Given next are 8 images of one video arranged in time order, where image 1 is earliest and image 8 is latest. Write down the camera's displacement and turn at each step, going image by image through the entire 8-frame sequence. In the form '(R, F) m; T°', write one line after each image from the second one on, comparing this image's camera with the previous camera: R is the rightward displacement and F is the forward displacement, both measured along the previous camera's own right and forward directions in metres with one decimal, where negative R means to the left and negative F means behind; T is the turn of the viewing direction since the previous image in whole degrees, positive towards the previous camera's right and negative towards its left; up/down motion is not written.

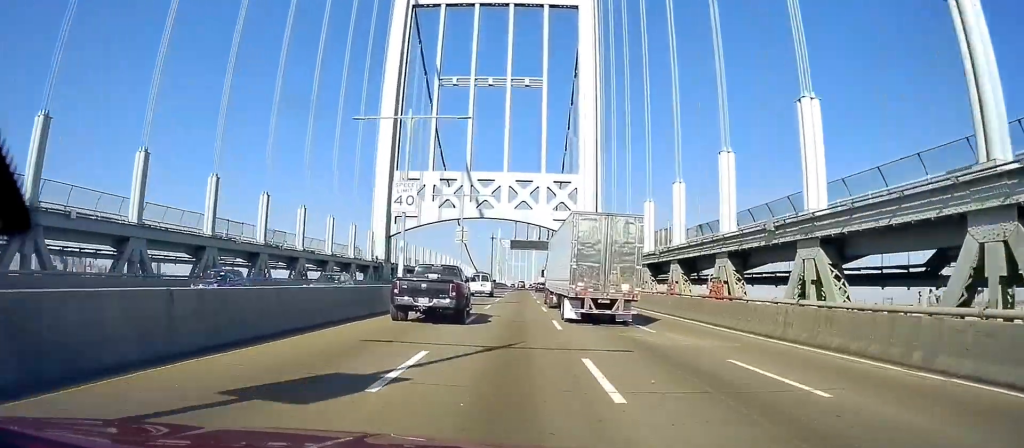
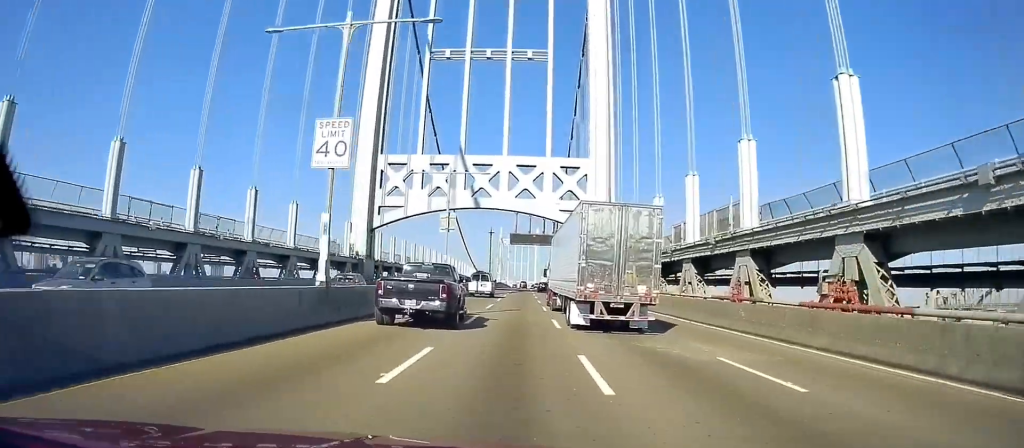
(0.0, +11.2) m; 0°
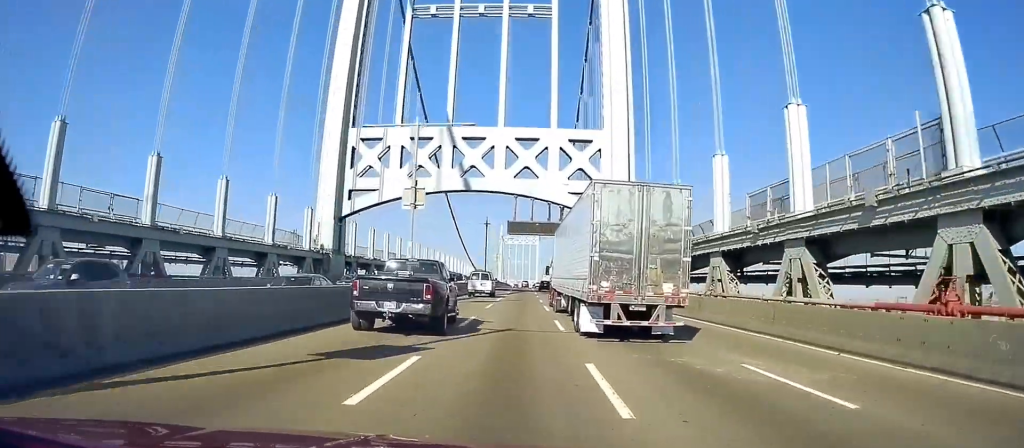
(0.0, +13.8) m; 0°
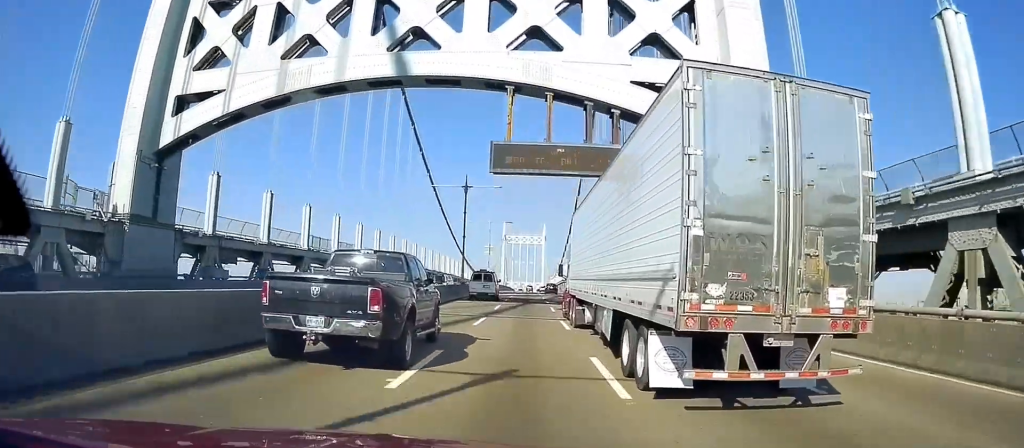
(-0.4, +35.5) m; -1°
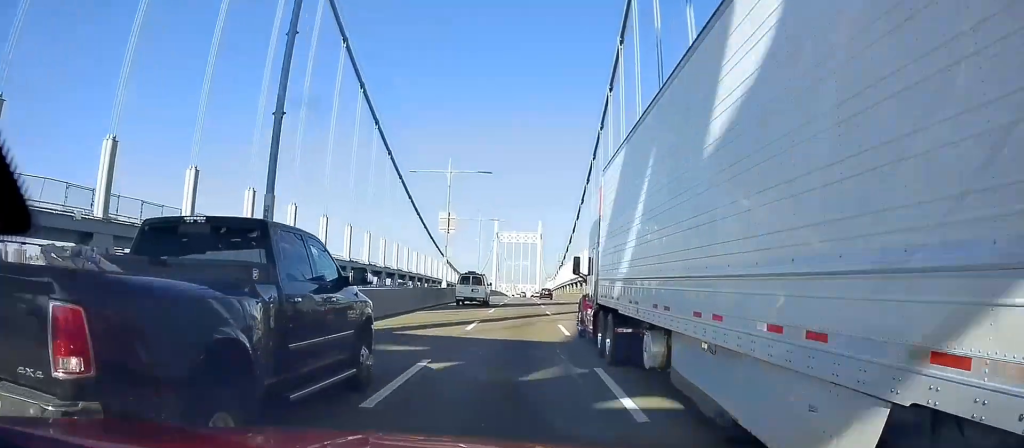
(+0.4, +37.8) m; +1°
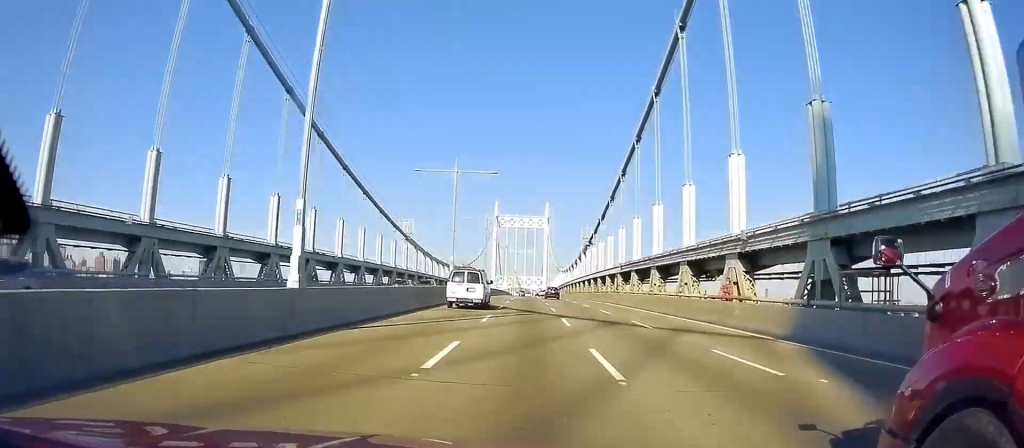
(-0.7, +56.2) m; 0°
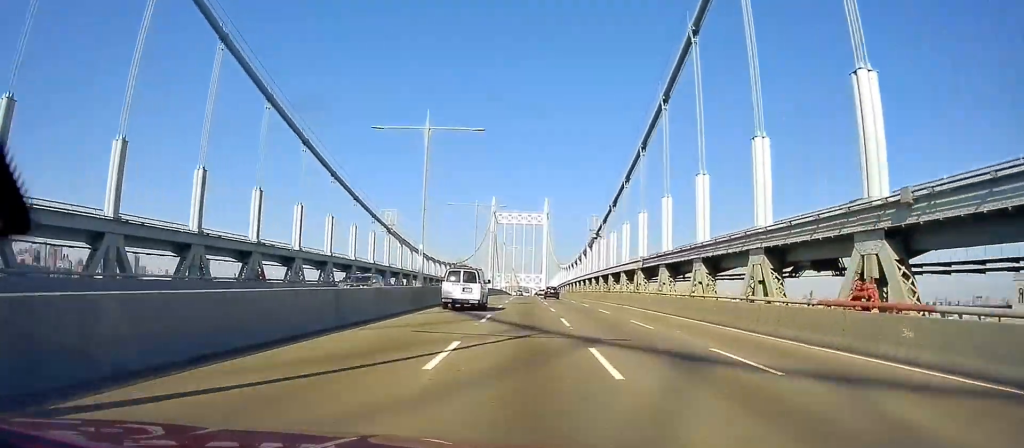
(+0.2, +12.1) m; 0°
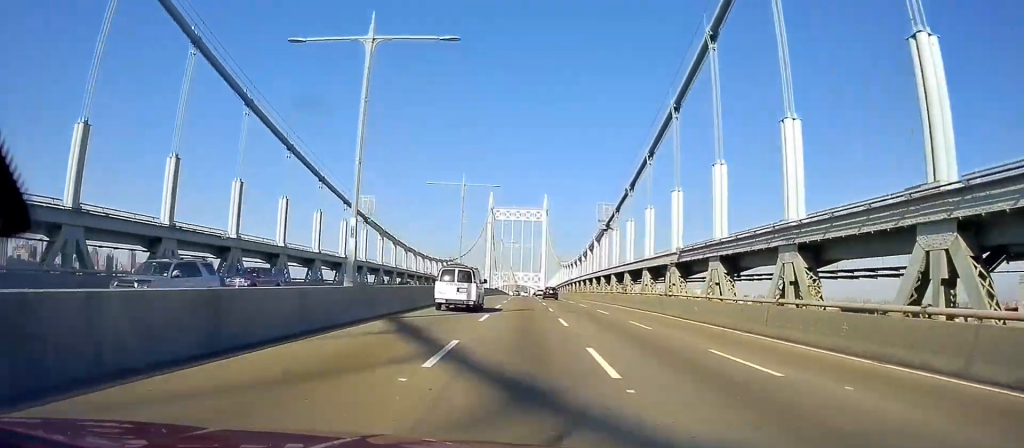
(+0.3, +12.2) m; 0°
